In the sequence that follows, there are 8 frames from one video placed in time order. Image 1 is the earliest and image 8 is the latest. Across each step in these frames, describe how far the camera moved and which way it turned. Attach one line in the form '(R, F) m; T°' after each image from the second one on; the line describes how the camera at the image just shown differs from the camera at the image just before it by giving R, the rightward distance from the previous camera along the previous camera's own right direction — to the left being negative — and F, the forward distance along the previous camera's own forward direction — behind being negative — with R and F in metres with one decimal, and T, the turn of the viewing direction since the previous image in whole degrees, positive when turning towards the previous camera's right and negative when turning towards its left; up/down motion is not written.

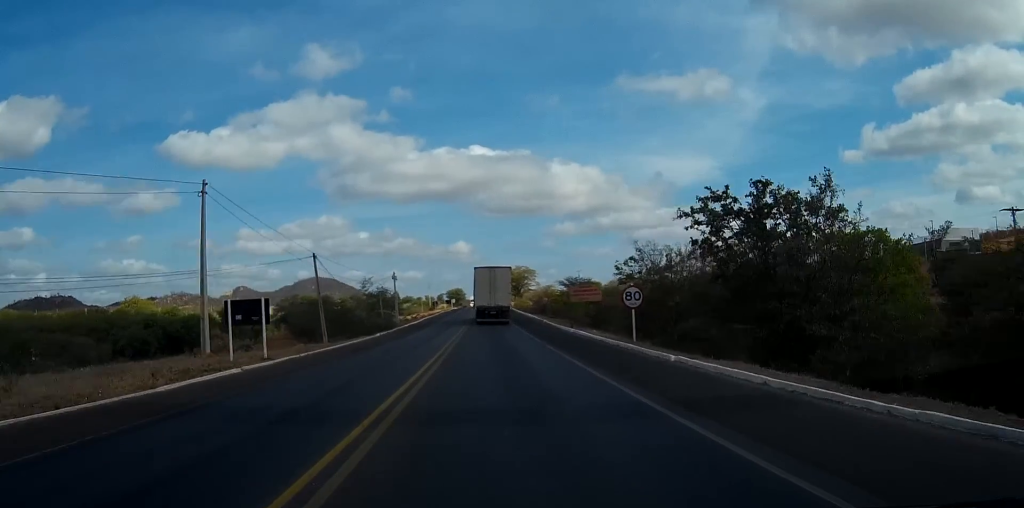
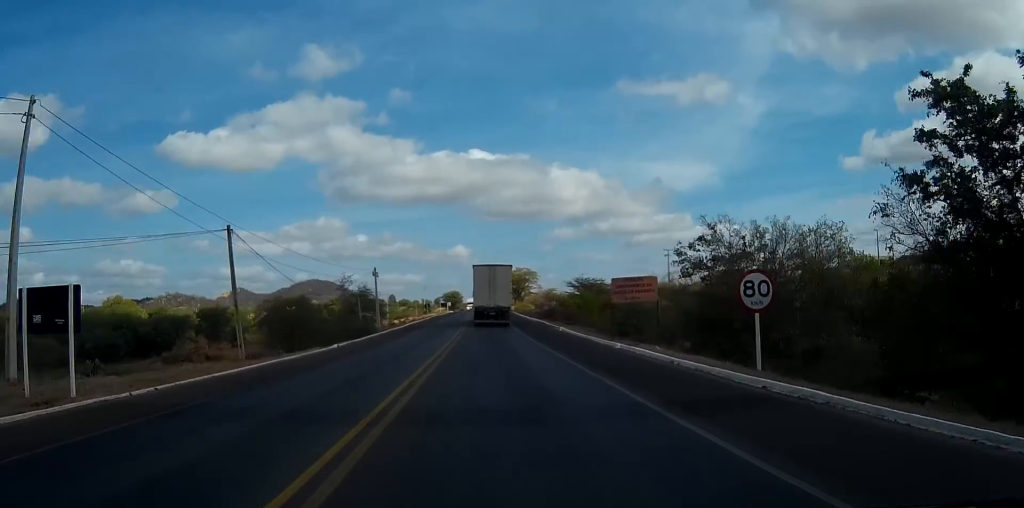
(+0.1, +14.8) m; 0°
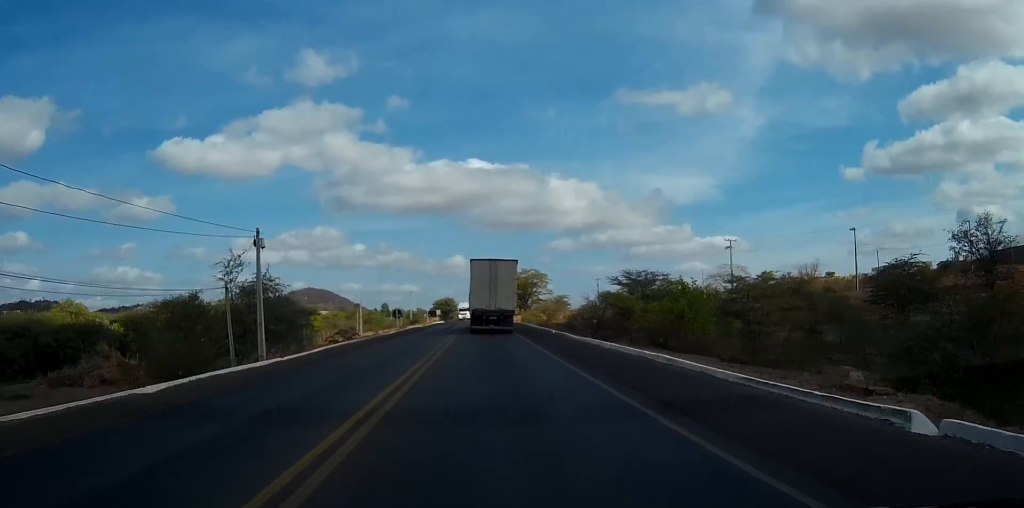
(-0.1, +39.4) m; 0°
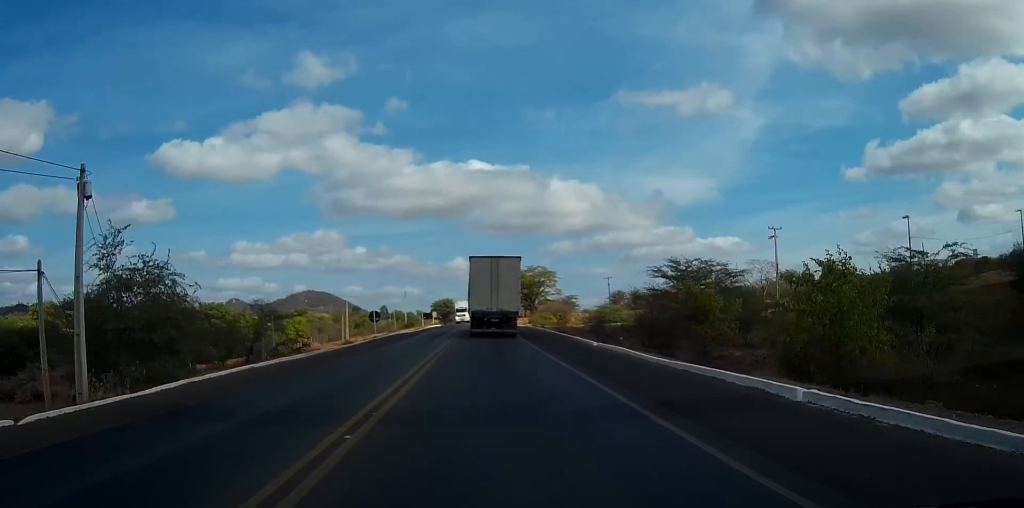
(0.0, +17.4) m; 0°
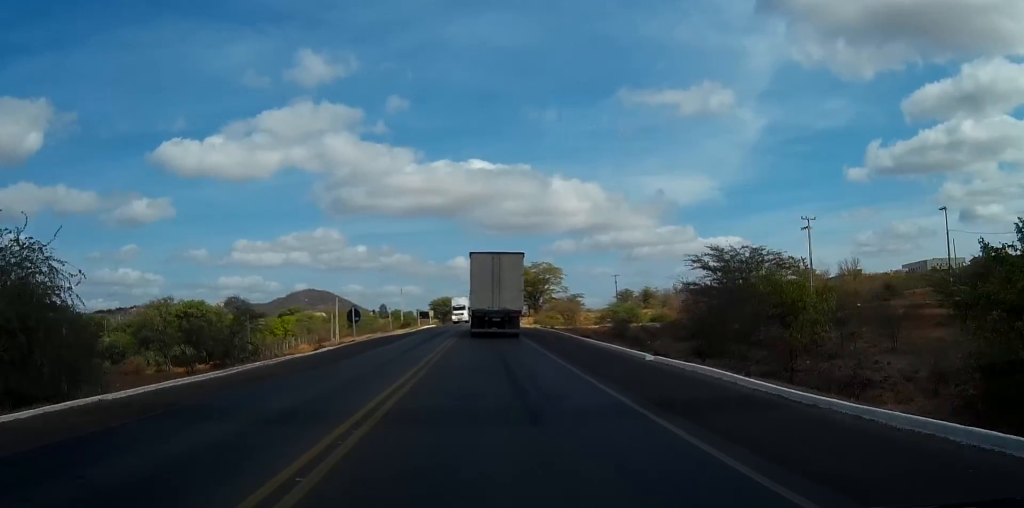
(0.0, +10.3) m; 0°
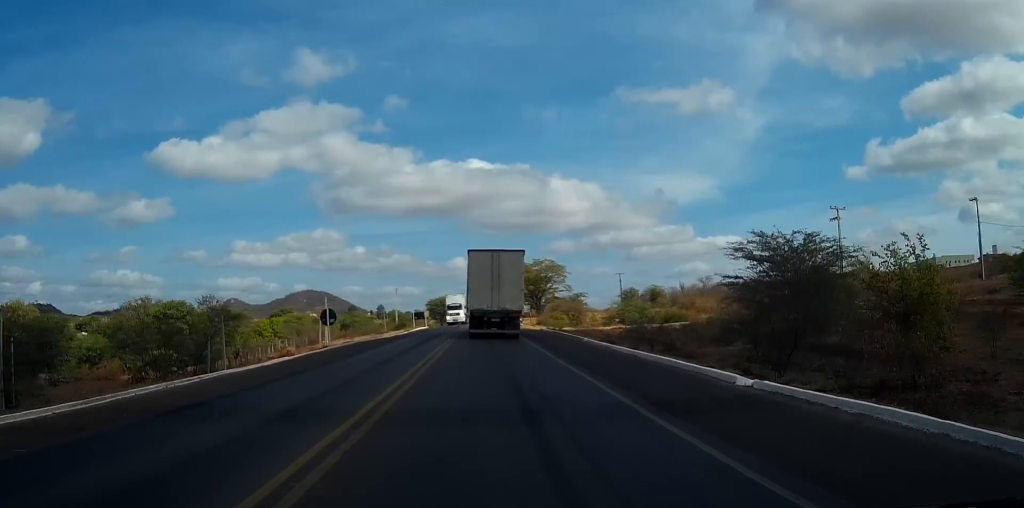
(0.0, +8.0) m; 0°
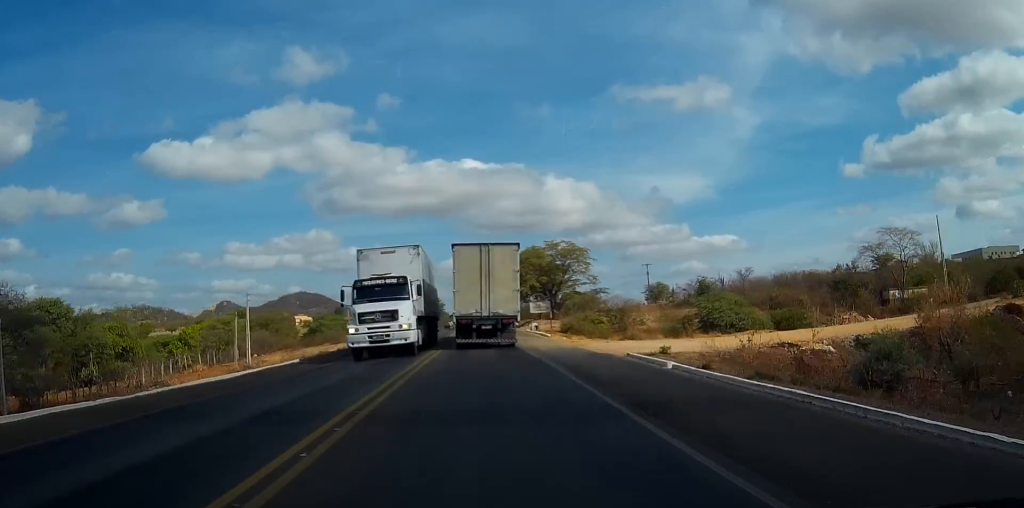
(+0.3, +37.8) m; +1°
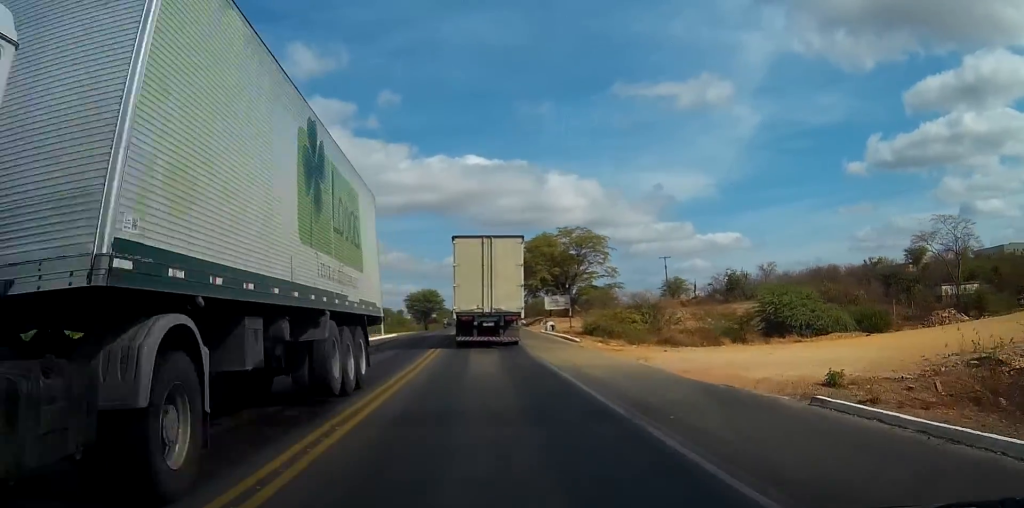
(+0.1, +13.2) m; 0°
